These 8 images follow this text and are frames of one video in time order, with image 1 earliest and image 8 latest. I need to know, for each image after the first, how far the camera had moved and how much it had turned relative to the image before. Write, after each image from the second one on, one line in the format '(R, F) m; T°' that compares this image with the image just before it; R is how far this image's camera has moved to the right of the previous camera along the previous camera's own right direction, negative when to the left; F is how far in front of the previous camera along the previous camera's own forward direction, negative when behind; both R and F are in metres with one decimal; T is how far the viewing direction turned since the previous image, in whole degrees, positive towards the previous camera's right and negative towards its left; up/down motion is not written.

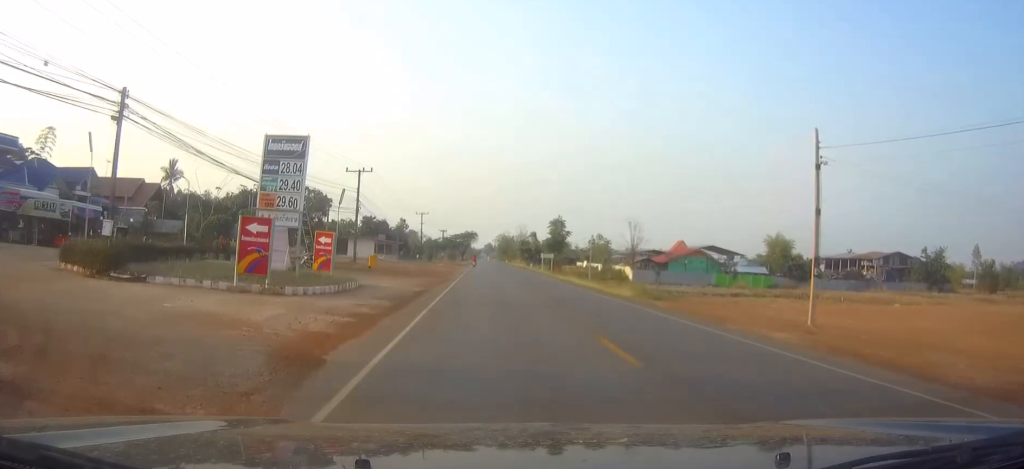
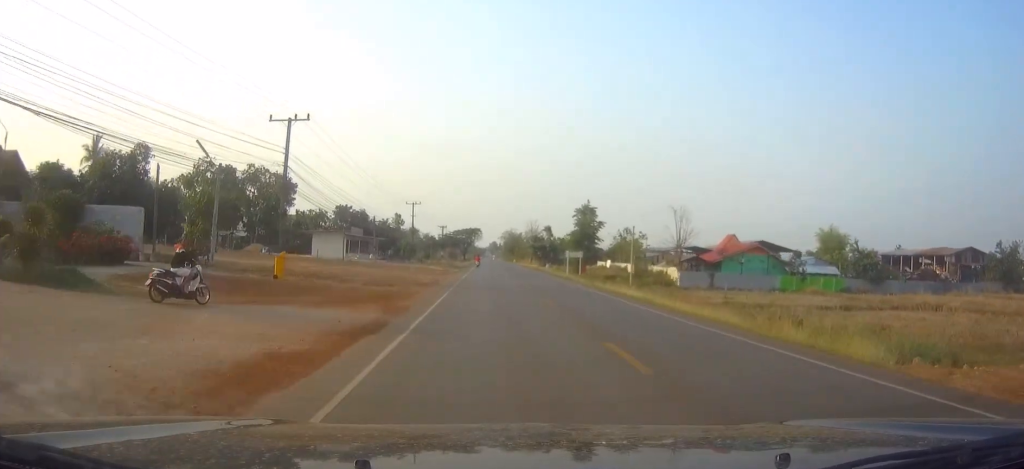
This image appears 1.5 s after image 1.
(+0.1, +25.4) m; 0°
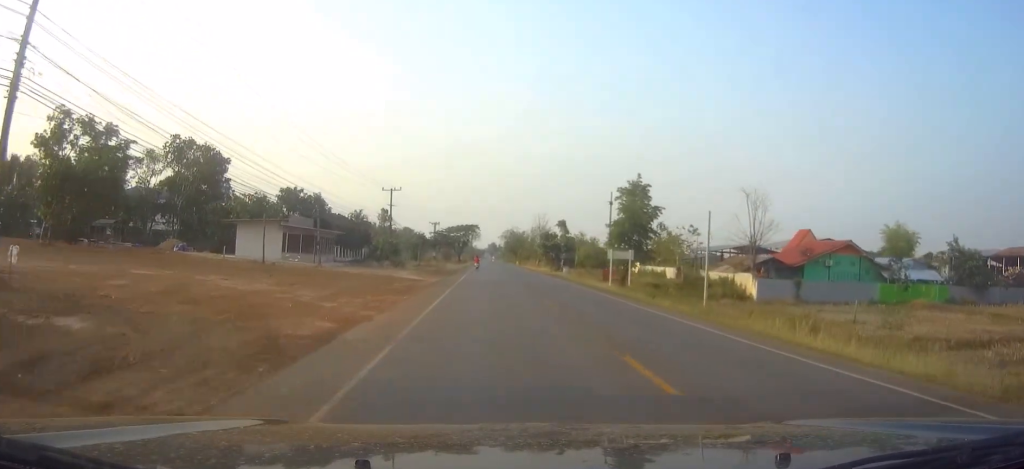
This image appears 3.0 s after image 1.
(-0.2, +26.1) m; 0°
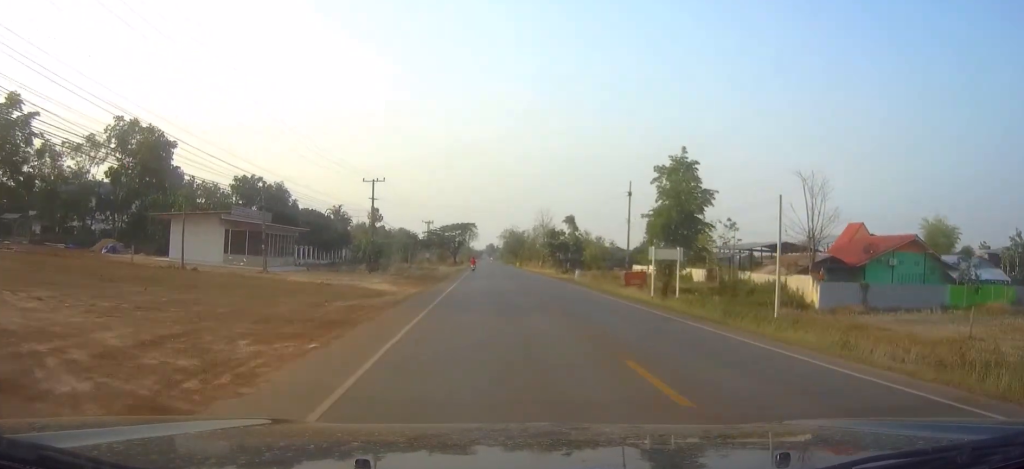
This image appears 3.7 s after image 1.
(+0.1, +12.9) m; 0°
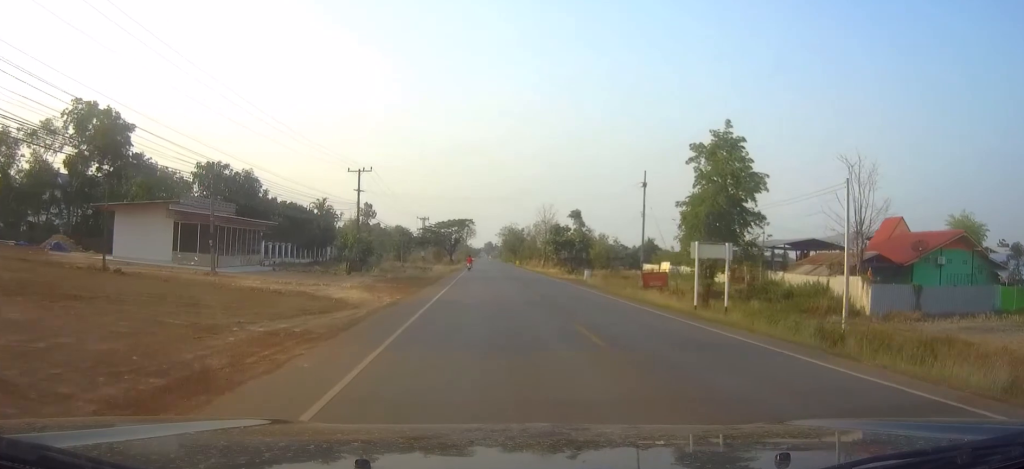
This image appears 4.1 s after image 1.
(0.0, +7.6) m; 0°
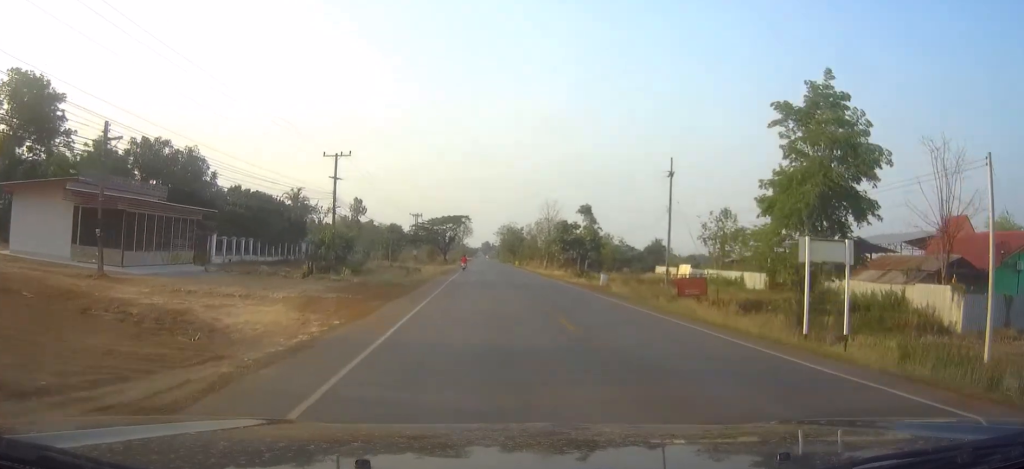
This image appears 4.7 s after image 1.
(0.0, +10.1) m; 0°
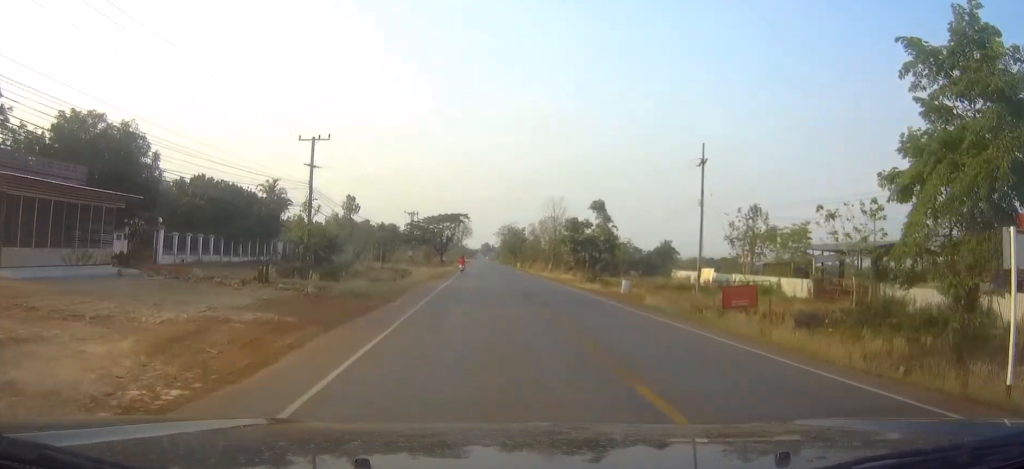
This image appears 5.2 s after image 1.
(0.0, +8.3) m; 0°
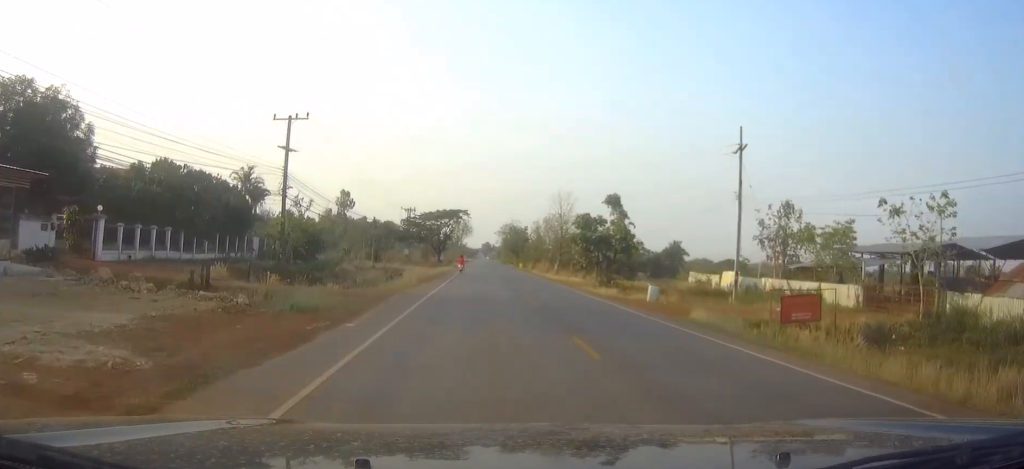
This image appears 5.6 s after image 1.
(0.0, +7.8) m; 0°
